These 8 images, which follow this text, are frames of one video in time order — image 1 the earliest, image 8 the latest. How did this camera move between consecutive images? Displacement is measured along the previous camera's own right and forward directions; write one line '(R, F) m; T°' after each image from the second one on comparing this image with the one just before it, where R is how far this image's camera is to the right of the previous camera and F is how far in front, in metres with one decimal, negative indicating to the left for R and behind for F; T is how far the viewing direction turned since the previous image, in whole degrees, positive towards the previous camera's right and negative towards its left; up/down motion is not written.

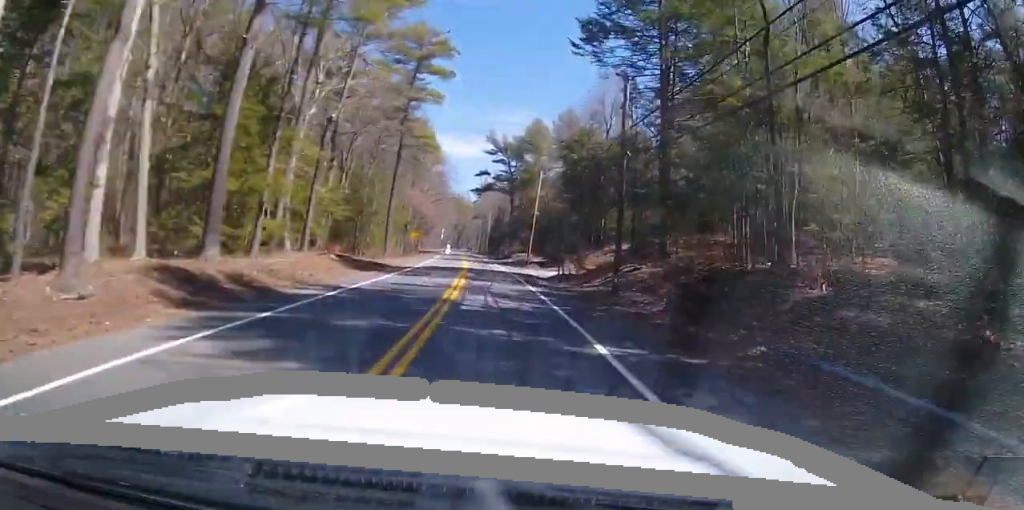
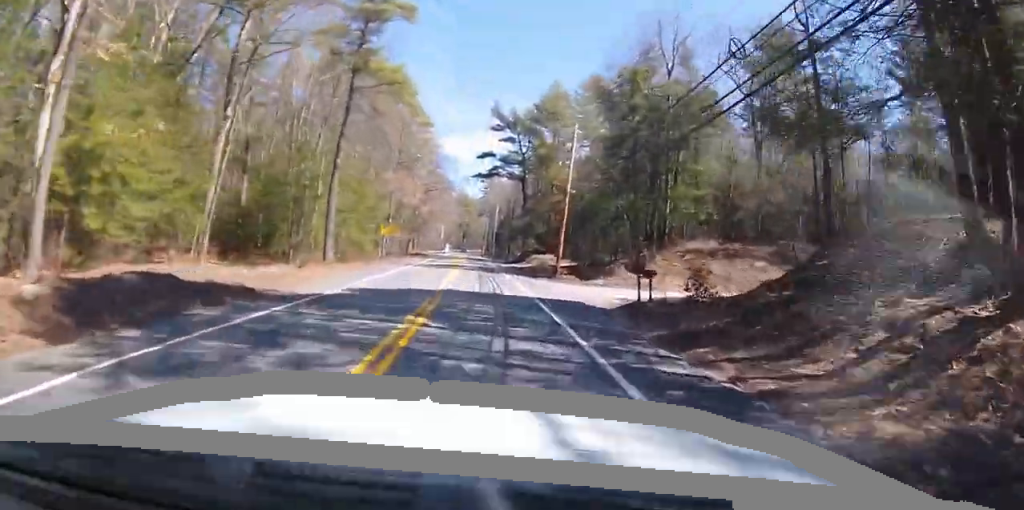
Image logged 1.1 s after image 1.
(0.0, +22.8) m; 0°
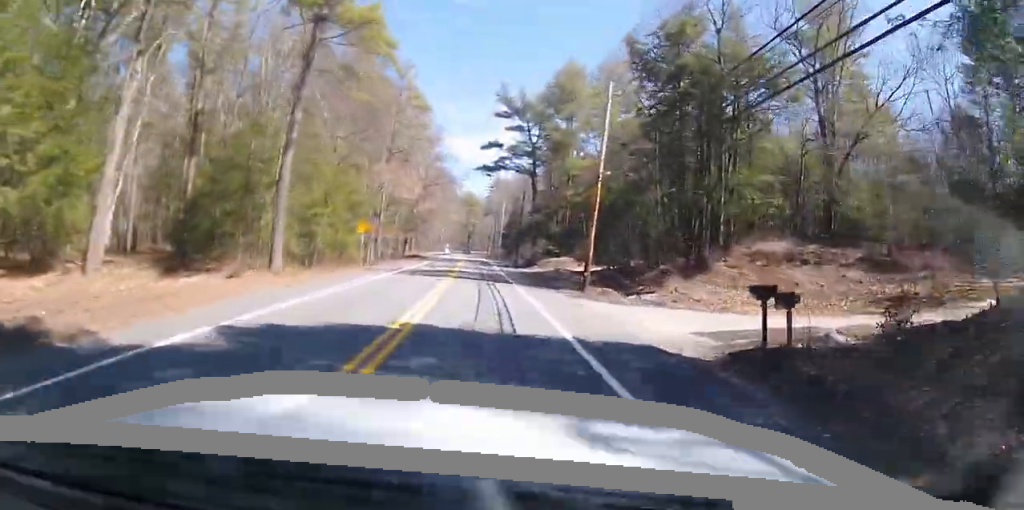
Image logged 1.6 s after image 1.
(+0.1, +9.6) m; -1°
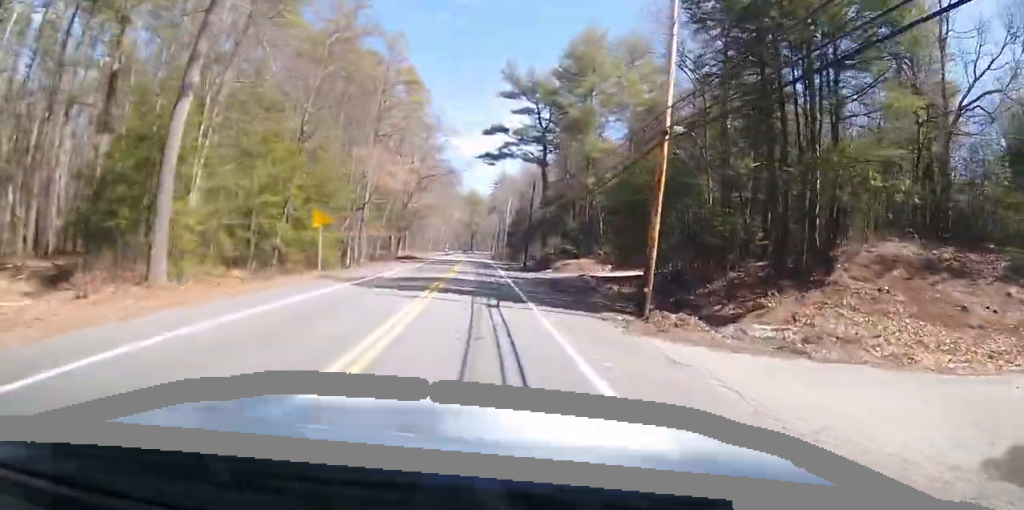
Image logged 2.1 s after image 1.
(+0.1, +10.2) m; -1°
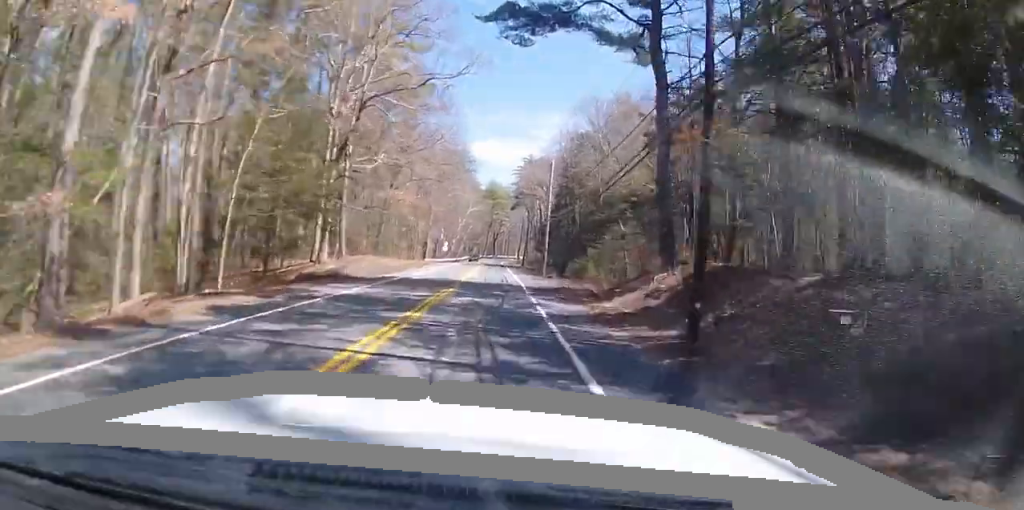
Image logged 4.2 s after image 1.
(-1.2, +42.6) m; -1°
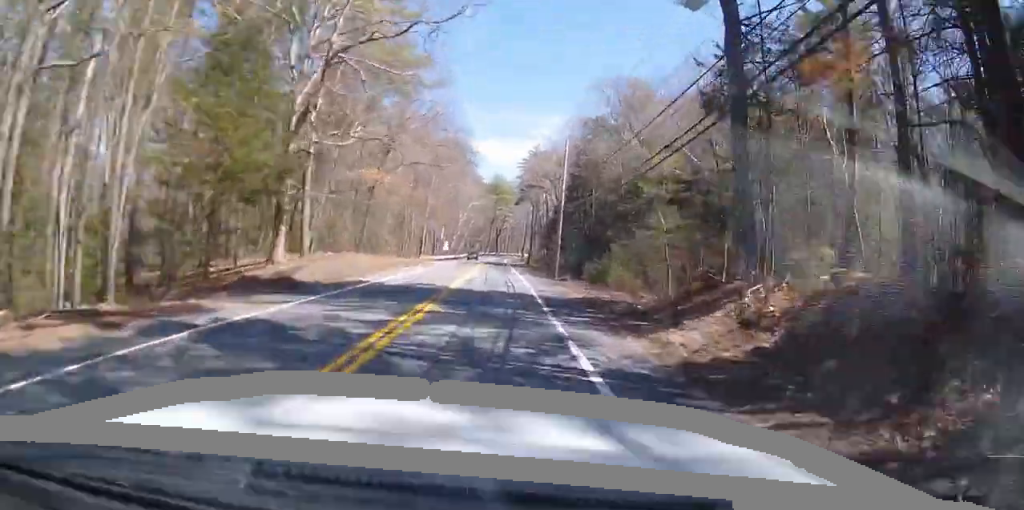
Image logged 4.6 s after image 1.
(+0.2, +8.0) m; -1°
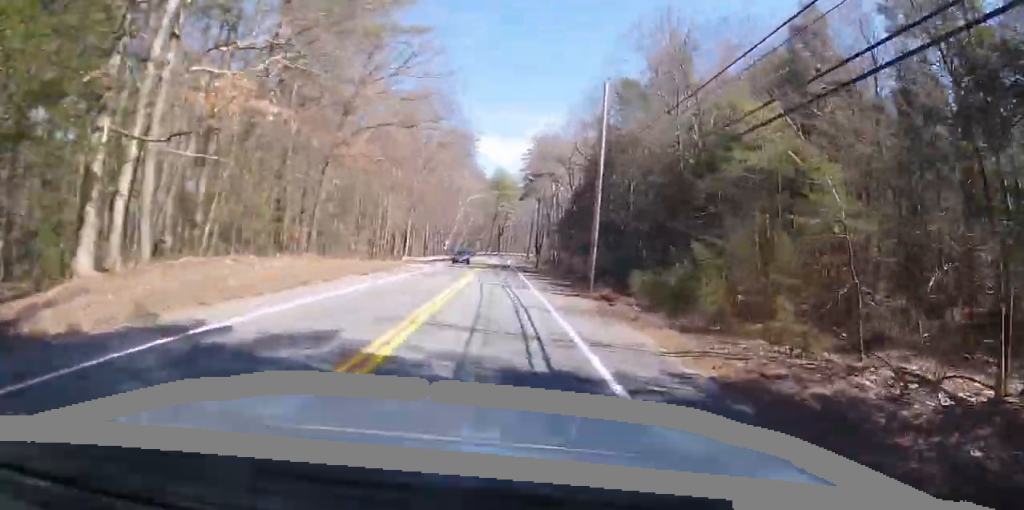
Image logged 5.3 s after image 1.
(-0.1, +14.7) m; -1°
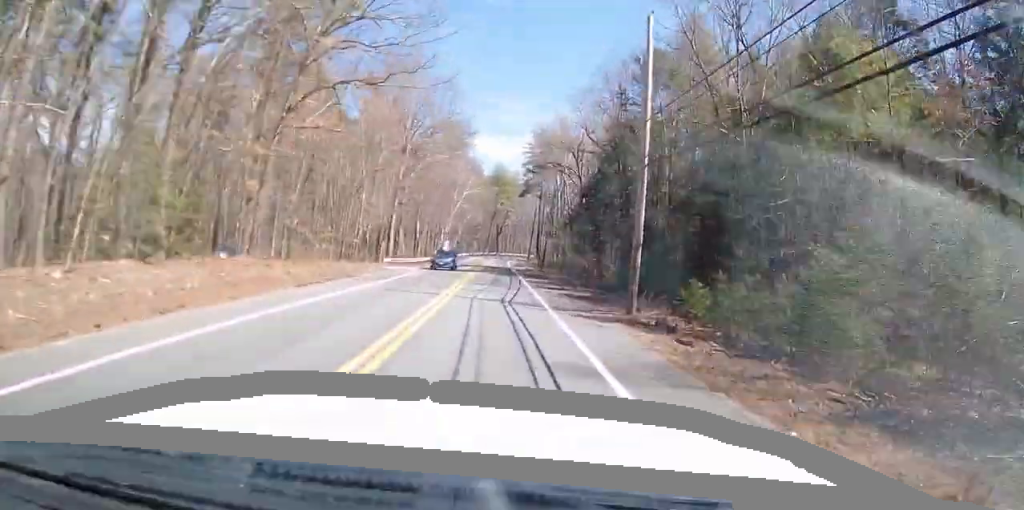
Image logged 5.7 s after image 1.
(-0.4, +8.7) m; 0°
